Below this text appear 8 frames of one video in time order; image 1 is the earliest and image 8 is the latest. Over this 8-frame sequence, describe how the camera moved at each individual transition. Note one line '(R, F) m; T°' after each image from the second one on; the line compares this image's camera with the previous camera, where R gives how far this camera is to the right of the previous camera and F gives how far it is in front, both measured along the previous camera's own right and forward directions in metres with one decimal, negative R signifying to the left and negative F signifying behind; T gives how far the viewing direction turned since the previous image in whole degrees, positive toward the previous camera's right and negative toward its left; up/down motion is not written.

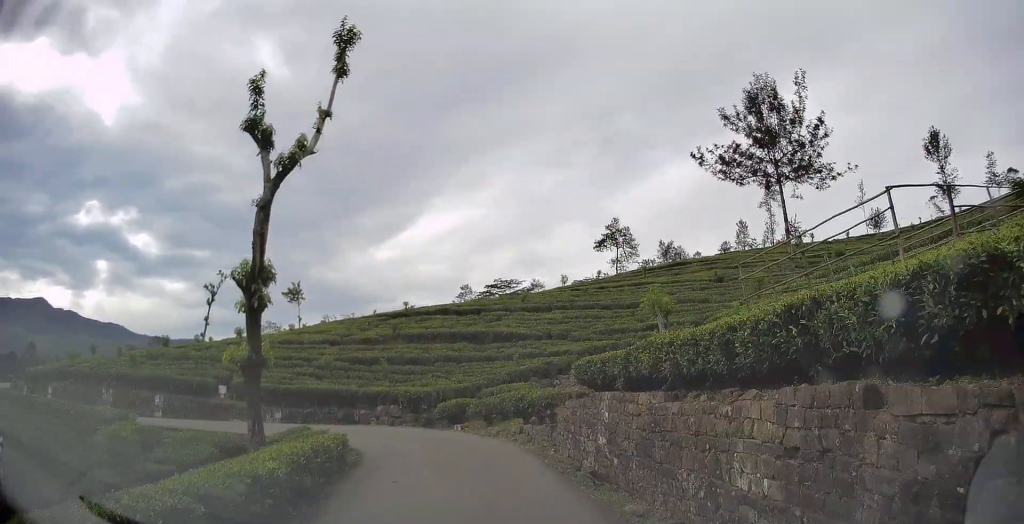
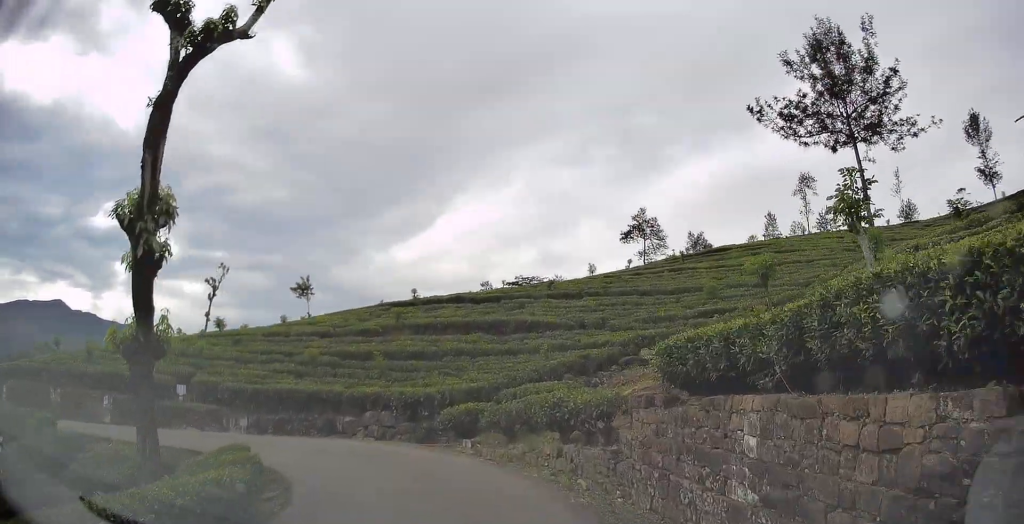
(-0.2, +6.2) m; -1°
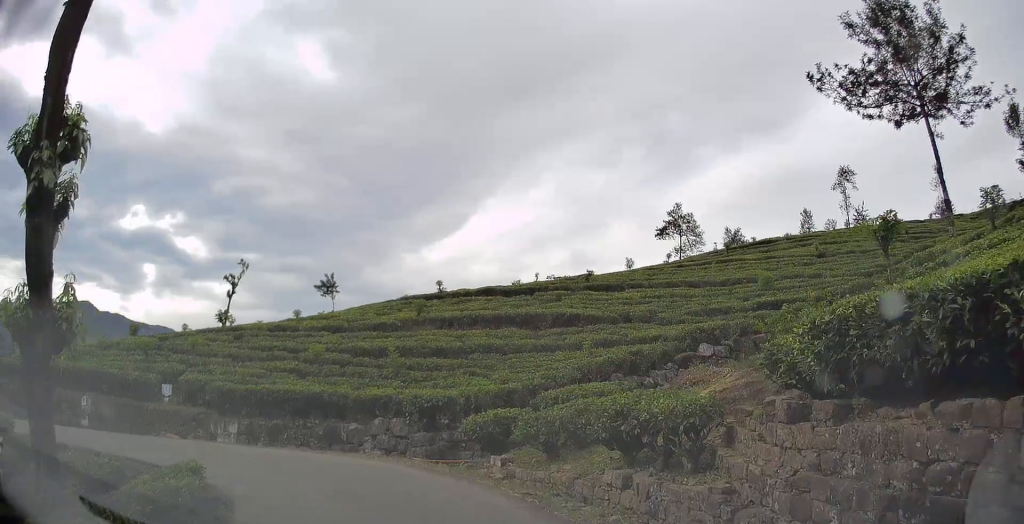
(0.0, +3.3) m; -3°
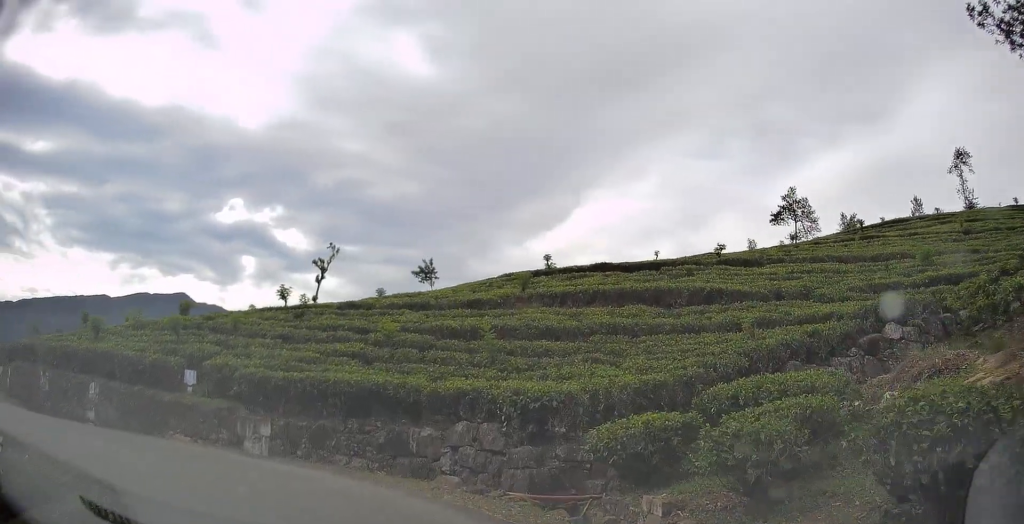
(-0.2, +5.3) m; -10°
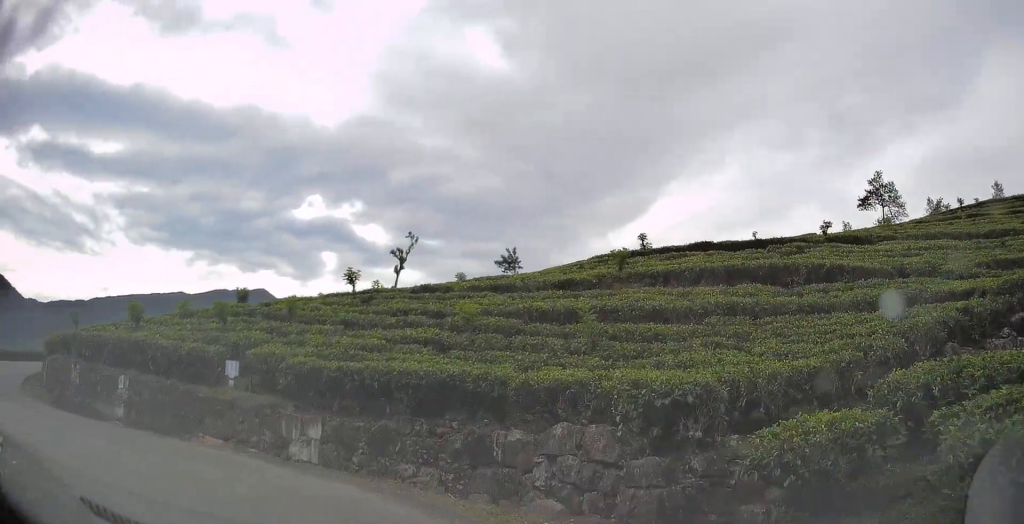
(+0.1, +2.8) m; -9°
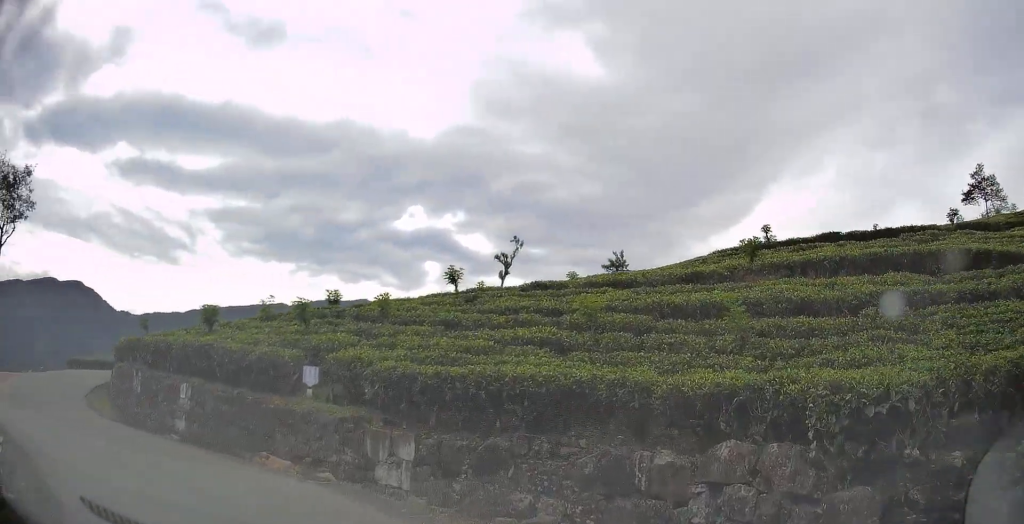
(-0.4, +2.3) m; -13°
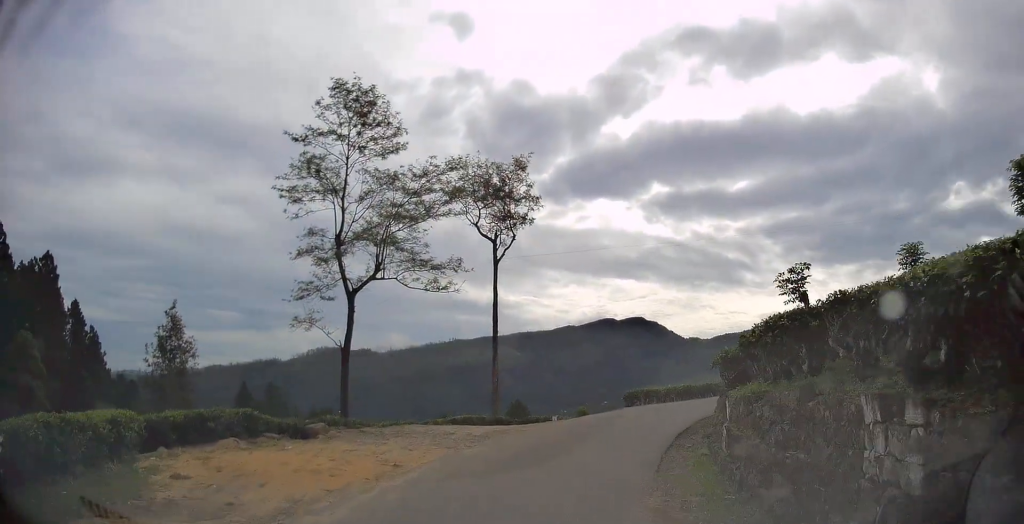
(-7.2, +12.2) m; -46°
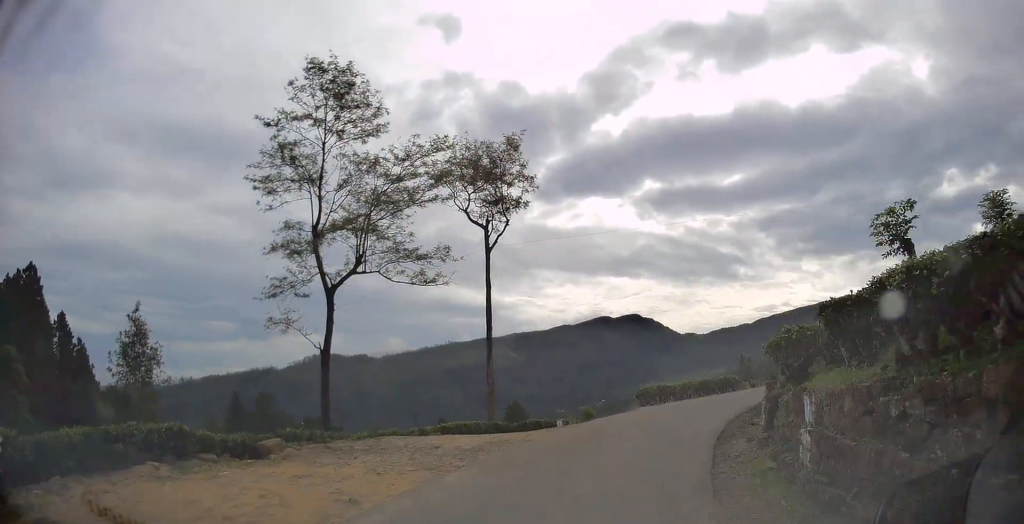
(-0.1, +3.2) m; +1°
